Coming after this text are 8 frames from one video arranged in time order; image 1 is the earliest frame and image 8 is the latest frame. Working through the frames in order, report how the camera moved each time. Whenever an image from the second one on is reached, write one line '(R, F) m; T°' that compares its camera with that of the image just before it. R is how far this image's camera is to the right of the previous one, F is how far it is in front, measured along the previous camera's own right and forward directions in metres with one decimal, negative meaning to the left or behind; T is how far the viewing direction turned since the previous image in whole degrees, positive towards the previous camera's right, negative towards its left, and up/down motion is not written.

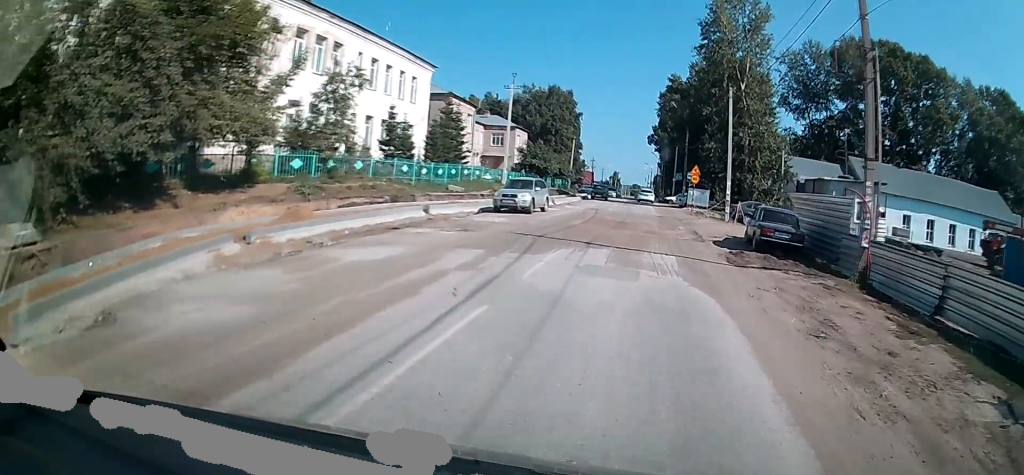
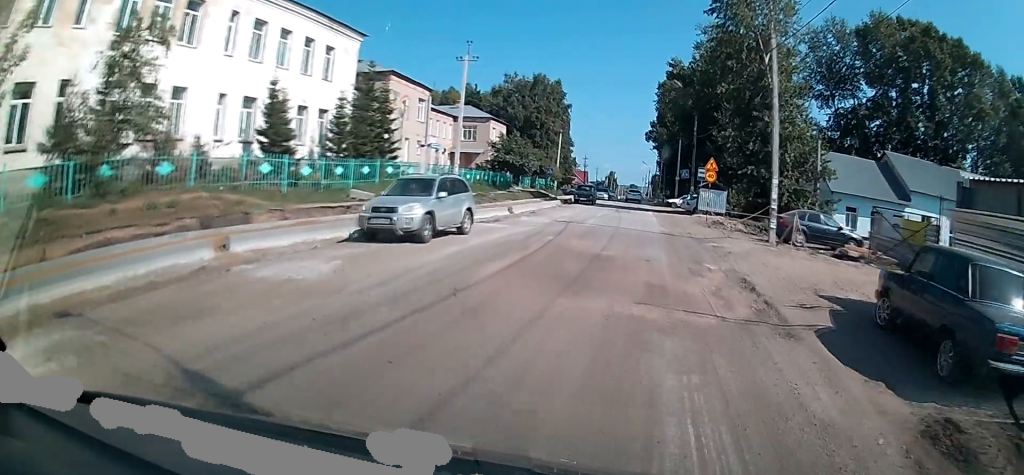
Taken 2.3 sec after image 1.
(+0.1, +12.4) m; +1°
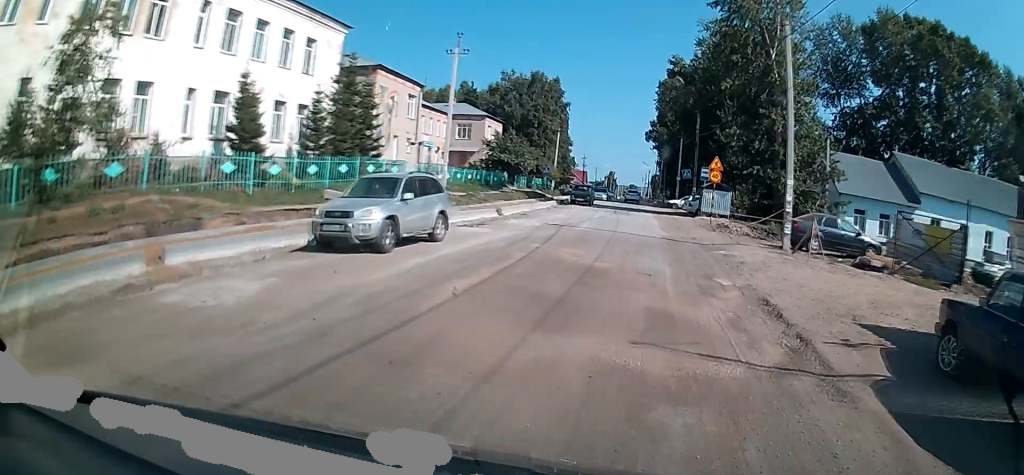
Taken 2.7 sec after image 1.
(0.0, +2.2) m; 0°
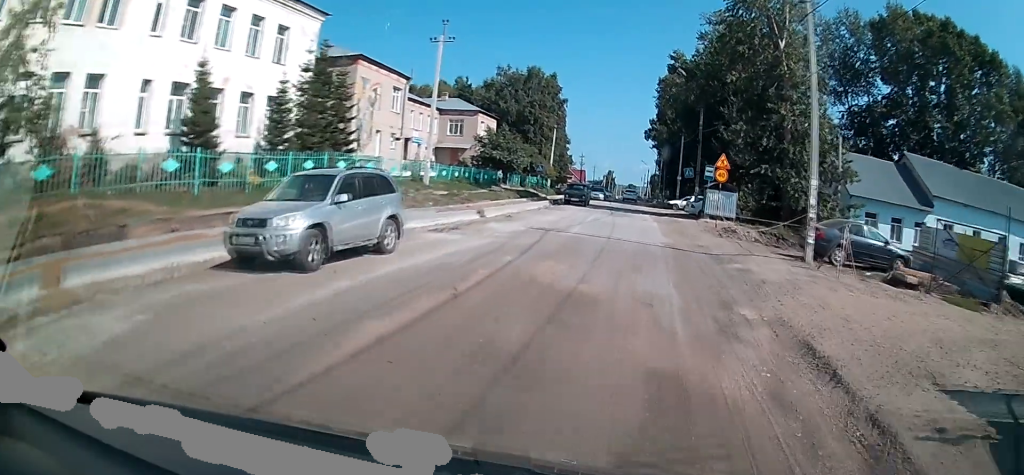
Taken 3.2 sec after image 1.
(0.0, +2.8) m; 0°
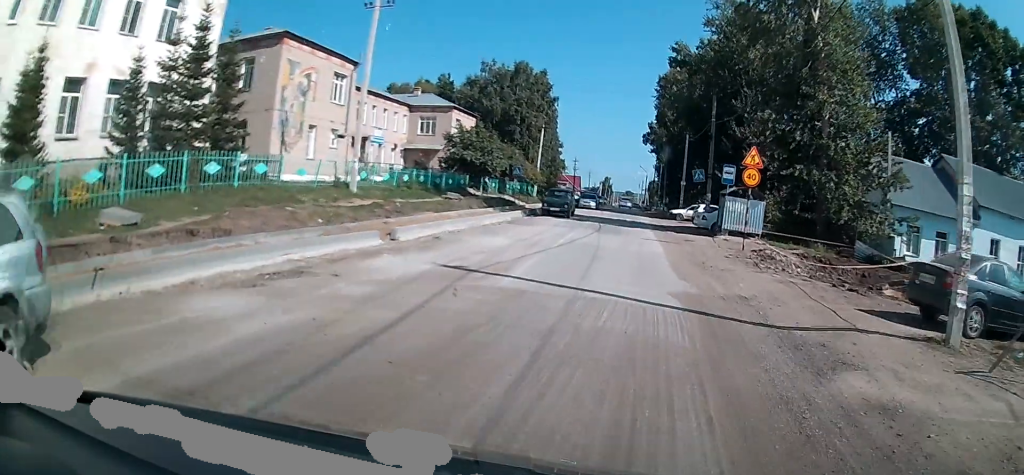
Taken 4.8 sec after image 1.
(-0.1, +8.4) m; 0°
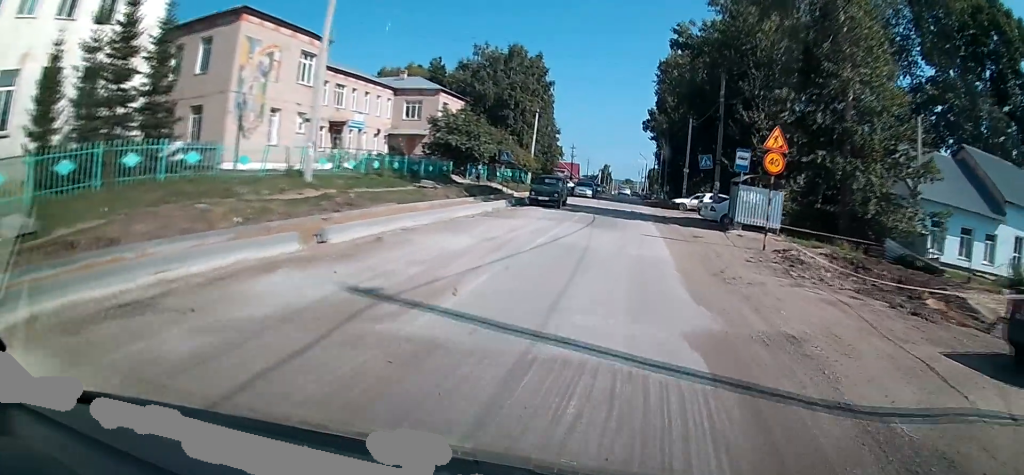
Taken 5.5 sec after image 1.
(0.0, +3.7) m; +1°
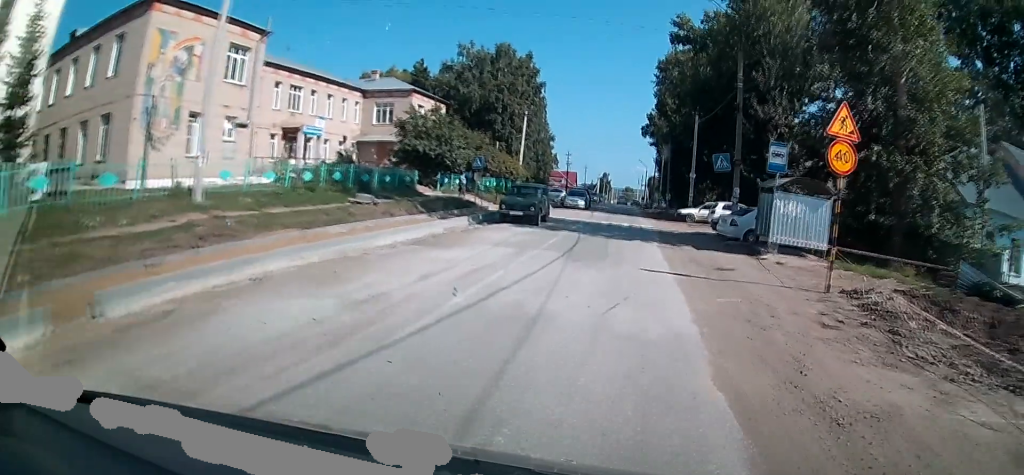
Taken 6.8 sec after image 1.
(+0.1, +6.4) m; 0°
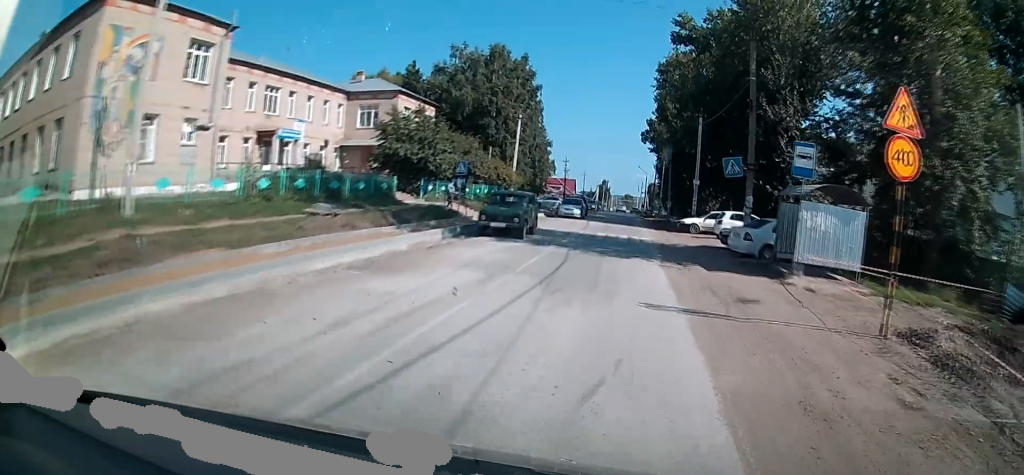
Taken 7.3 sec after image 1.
(0.0, +3.0) m; -1°
